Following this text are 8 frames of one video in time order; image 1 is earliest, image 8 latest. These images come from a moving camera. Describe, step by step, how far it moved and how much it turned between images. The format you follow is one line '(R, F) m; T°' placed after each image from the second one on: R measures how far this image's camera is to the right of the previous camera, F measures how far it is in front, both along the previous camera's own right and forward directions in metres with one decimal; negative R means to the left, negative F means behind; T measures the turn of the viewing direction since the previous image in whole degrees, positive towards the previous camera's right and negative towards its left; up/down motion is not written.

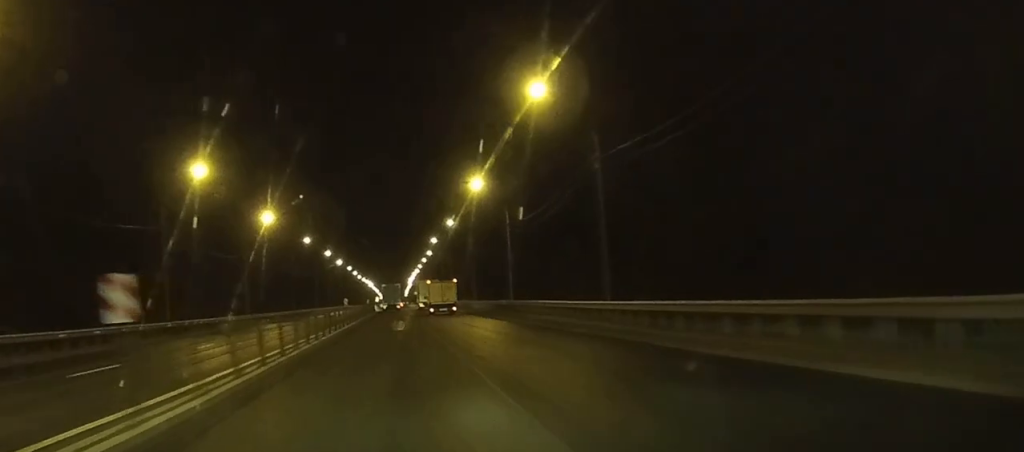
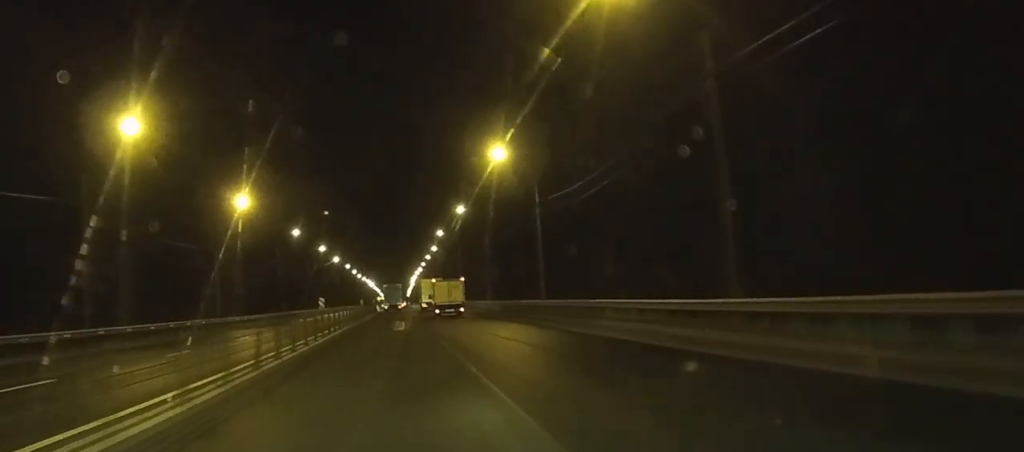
(0.0, +15.6) m; 0°
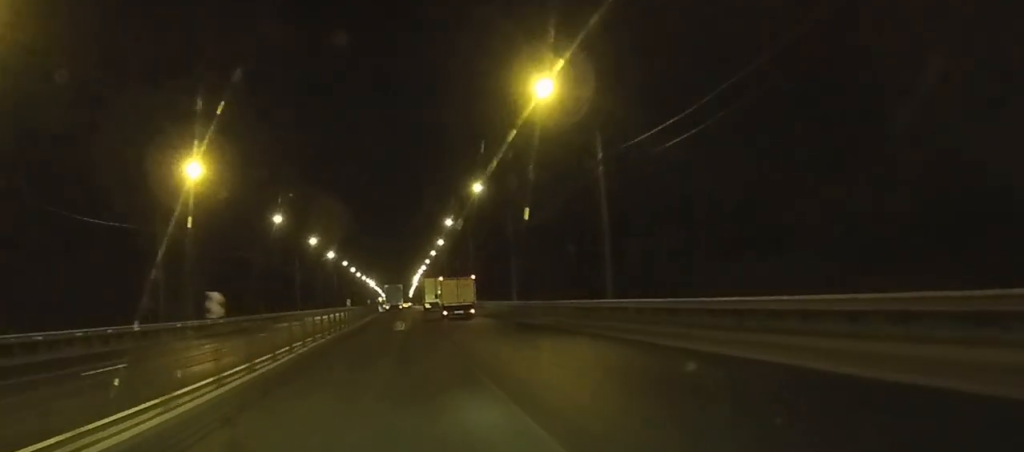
(0.0, +18.8) m; 0°
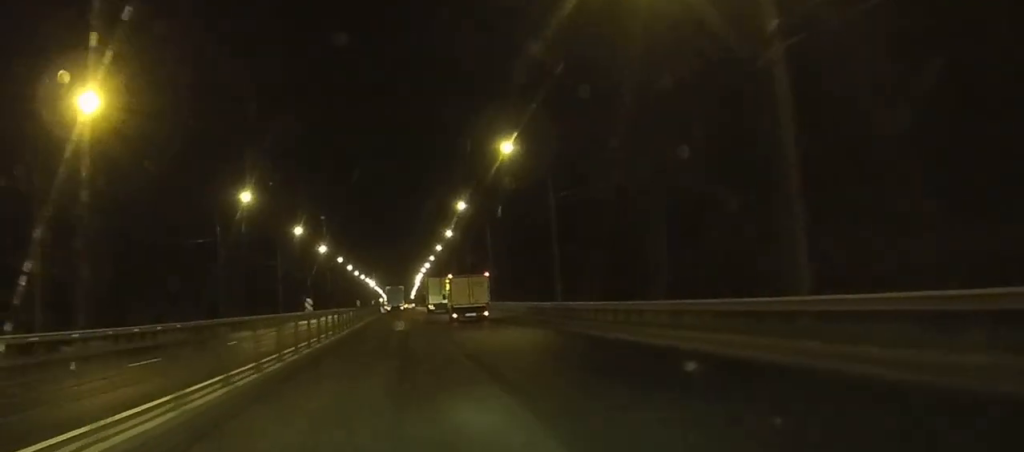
(0.0, +20.4) m; 0°
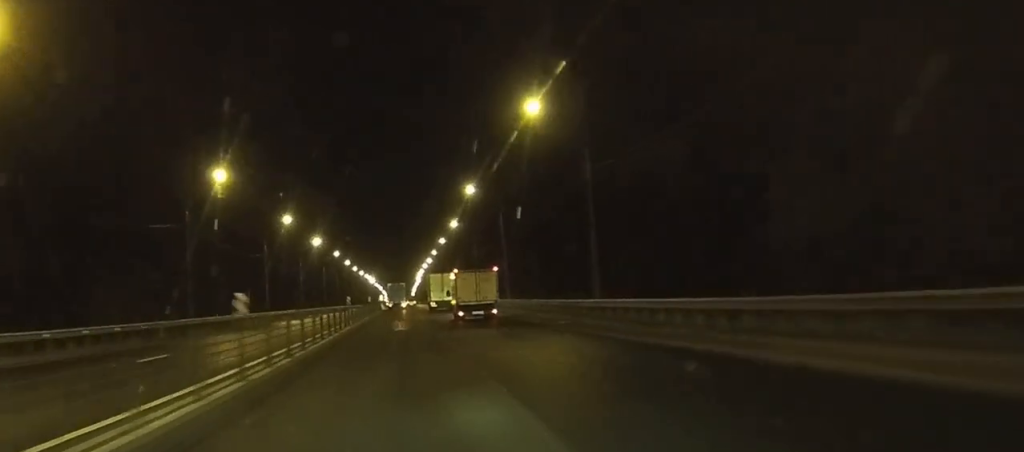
(0.0, +11.0) m; 0°
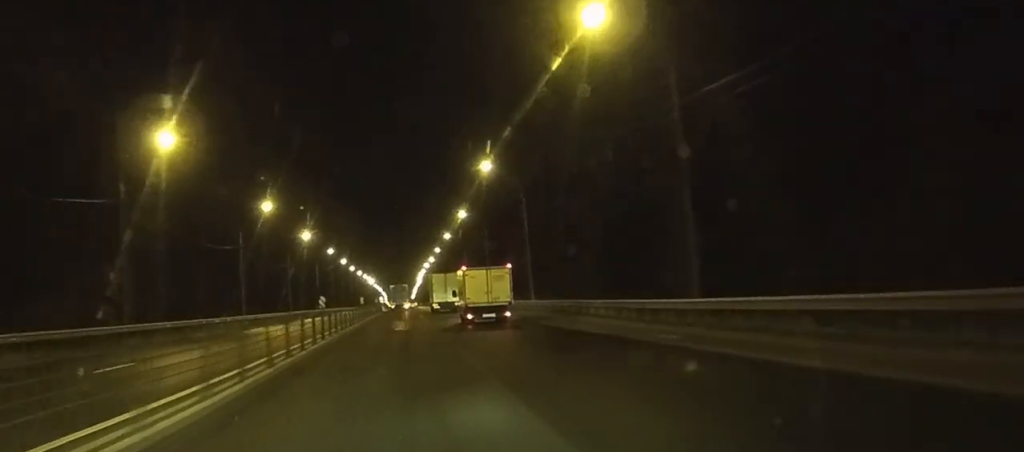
(0.0, +15.0) m; 0°
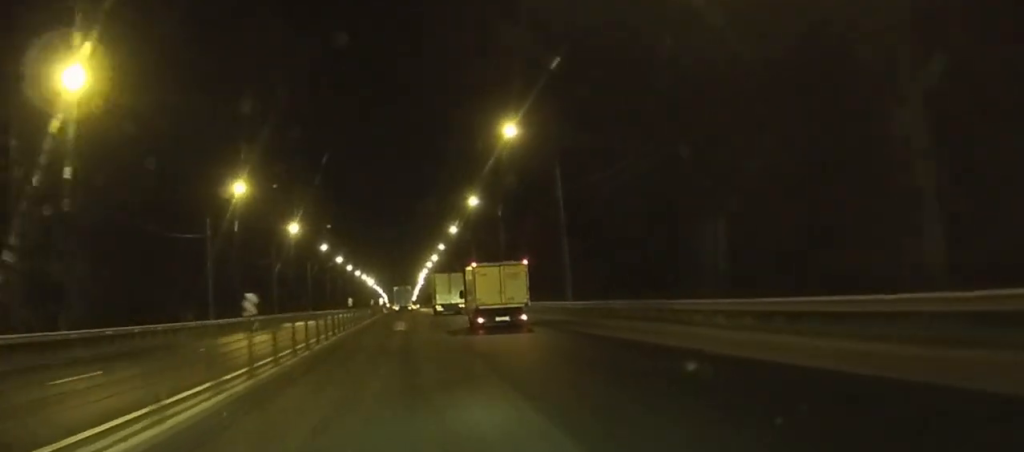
(0.0, +14.3) m; 0°
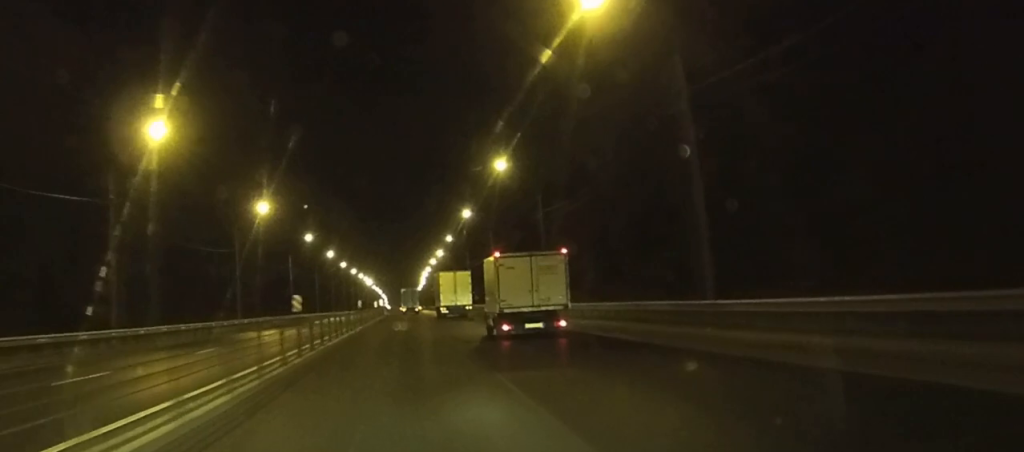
(0.0, +23.3) m; +1°
